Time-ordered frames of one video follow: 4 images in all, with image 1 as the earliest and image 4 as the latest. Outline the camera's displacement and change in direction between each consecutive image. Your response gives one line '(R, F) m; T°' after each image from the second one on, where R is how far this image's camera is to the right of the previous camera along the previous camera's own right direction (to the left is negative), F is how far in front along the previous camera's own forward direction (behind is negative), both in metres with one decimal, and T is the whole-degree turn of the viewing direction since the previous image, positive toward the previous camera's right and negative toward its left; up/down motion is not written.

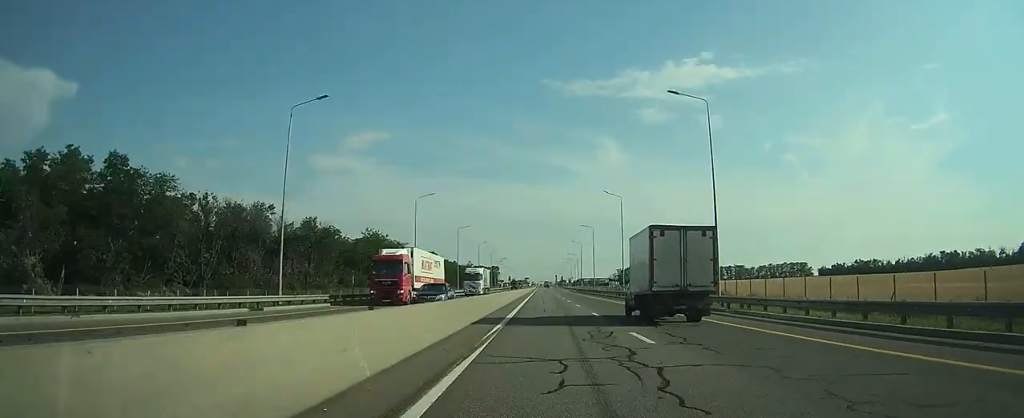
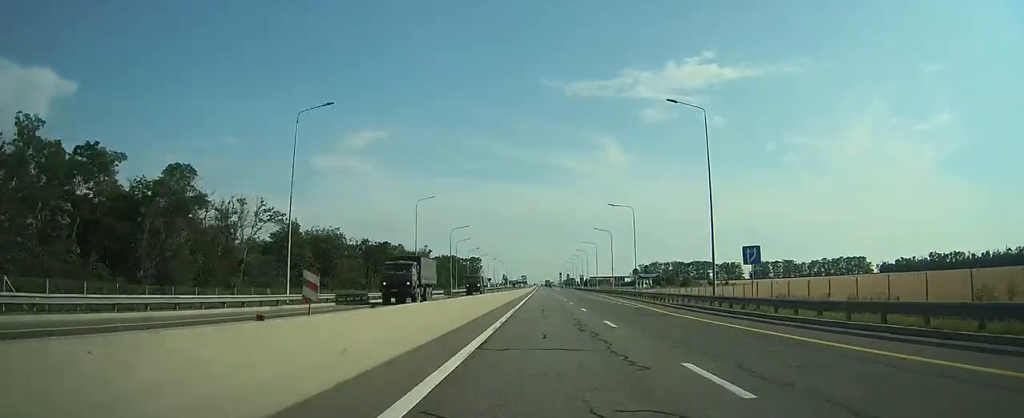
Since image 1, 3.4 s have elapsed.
(-1.3, +114.7) m; -1°
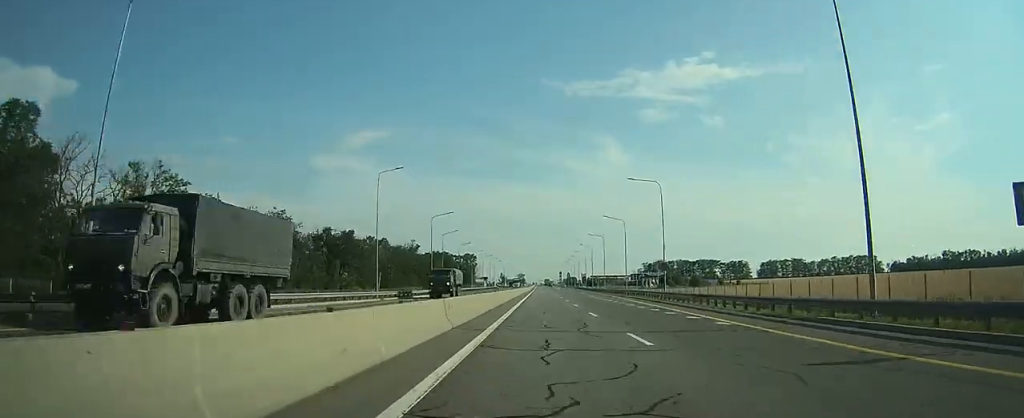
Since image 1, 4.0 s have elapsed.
(0.0, +17.9) m; 0°
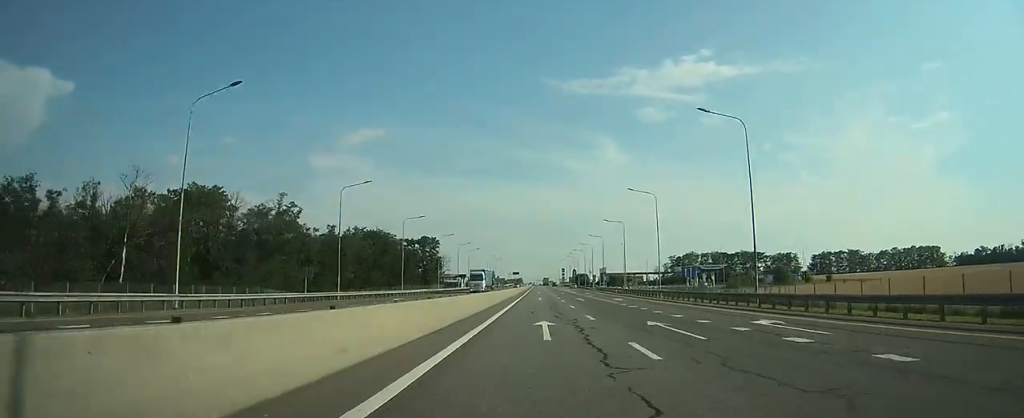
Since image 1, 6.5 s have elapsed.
(+0.2, +86.5) m; 0°
